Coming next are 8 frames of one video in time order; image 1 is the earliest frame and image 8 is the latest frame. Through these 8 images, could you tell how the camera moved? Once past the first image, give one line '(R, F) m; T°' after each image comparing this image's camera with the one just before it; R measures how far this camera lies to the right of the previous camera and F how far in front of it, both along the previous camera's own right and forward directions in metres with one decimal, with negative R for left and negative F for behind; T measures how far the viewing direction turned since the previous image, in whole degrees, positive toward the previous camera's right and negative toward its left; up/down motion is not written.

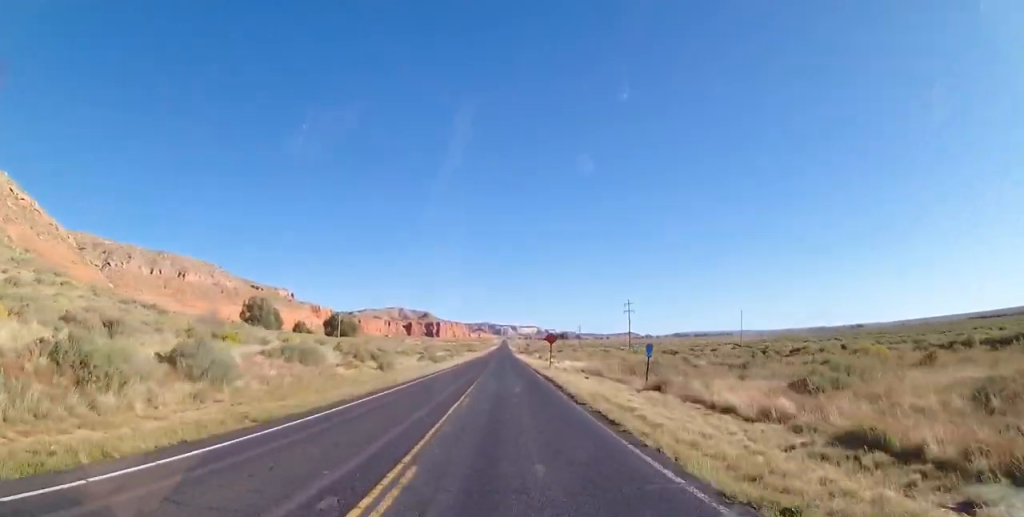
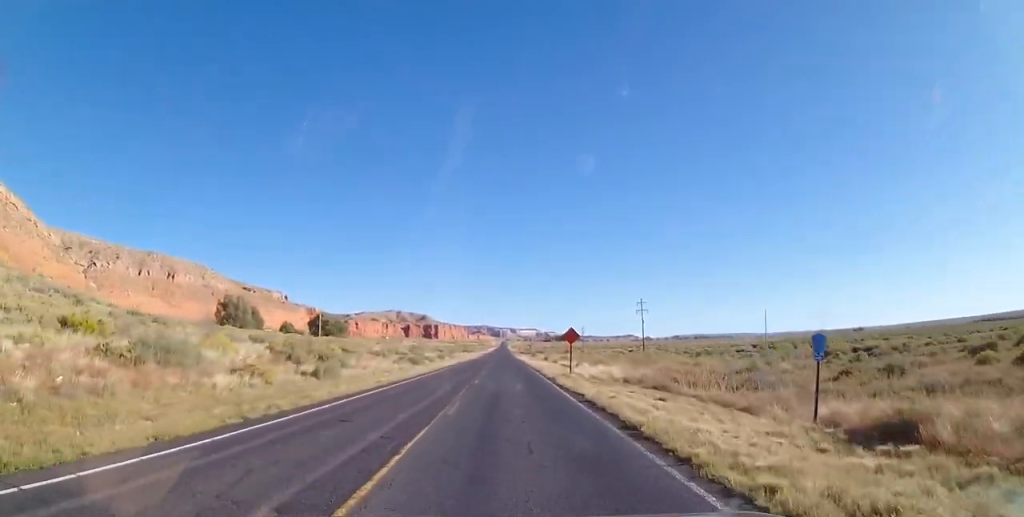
(0.0, +16.0) m; 0°
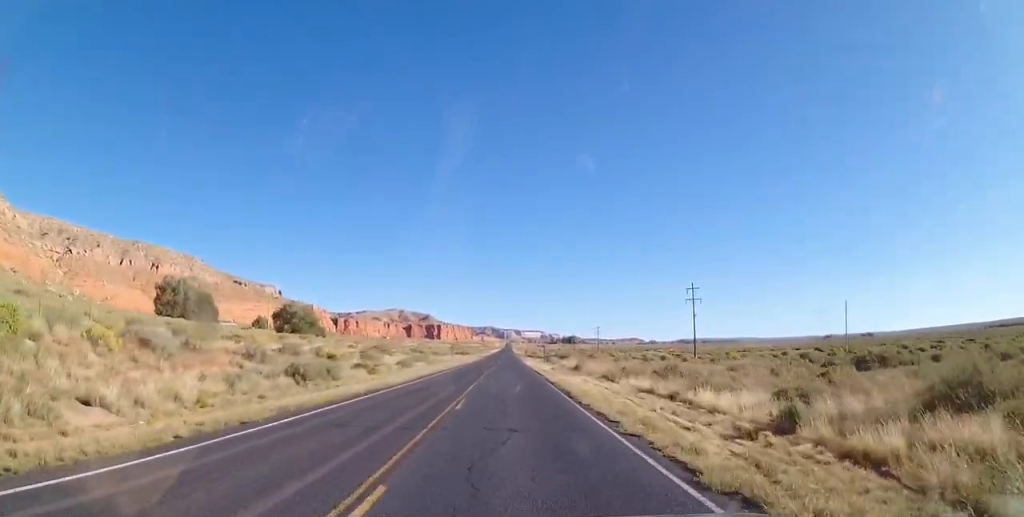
(0.0, +34.5) m; 0°
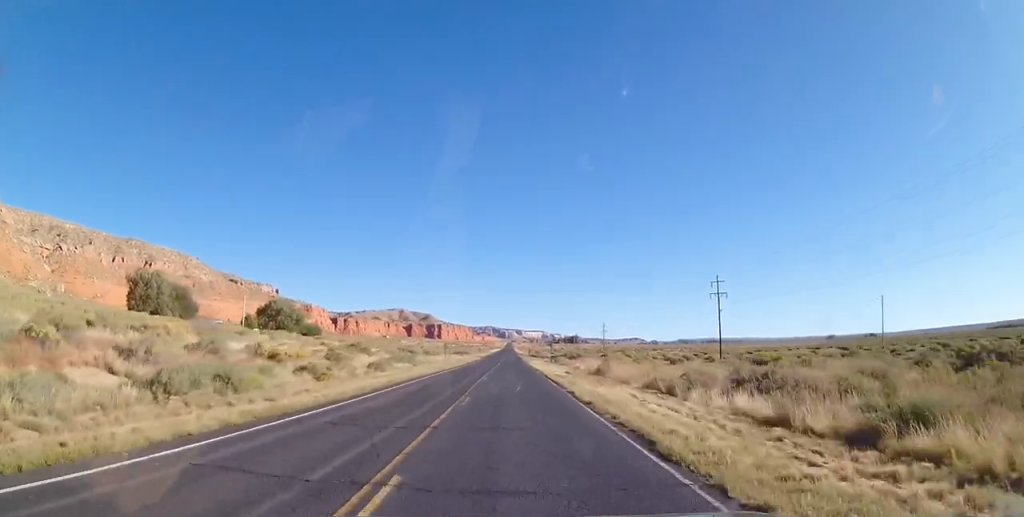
(0.0, +11.8) m; 0°
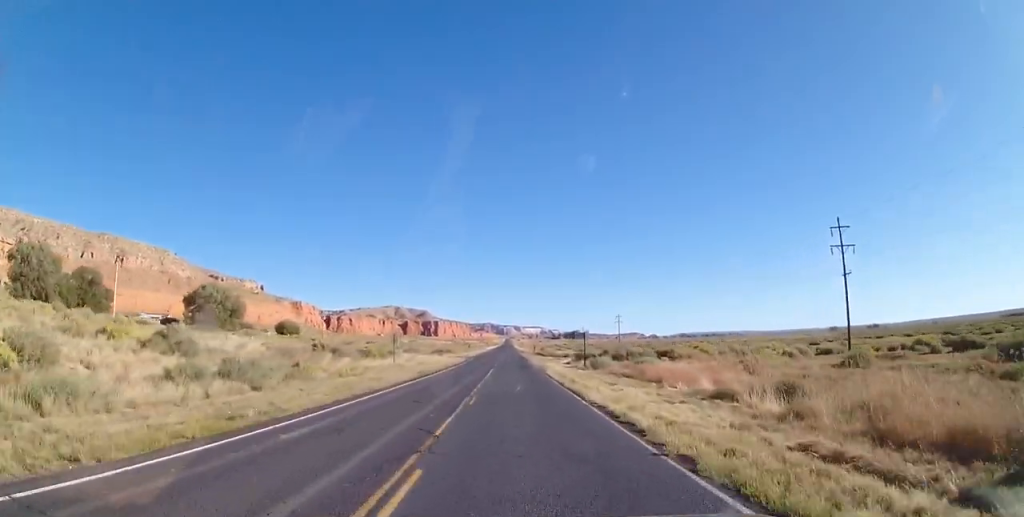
(-0.3, +36.3) m; 0°
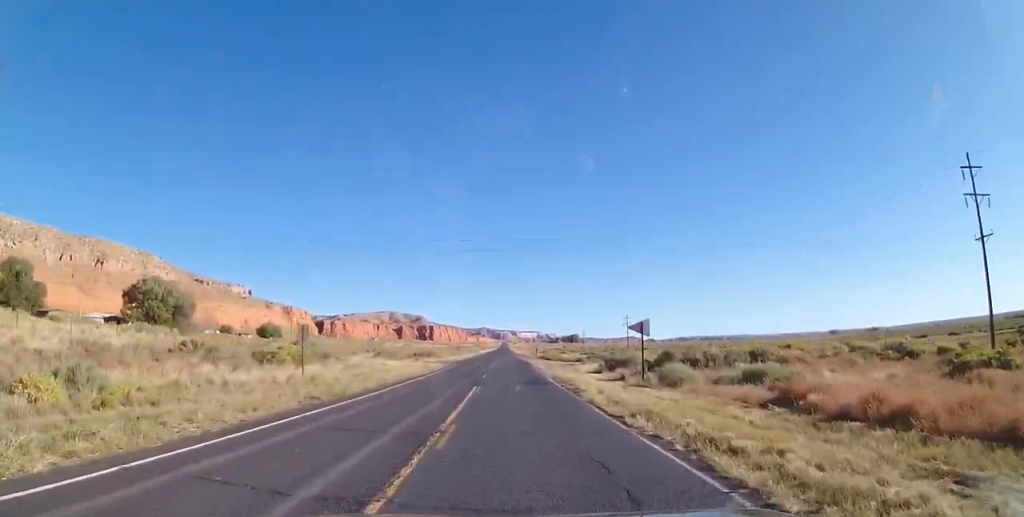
(0.0, +20.2) m; +1°
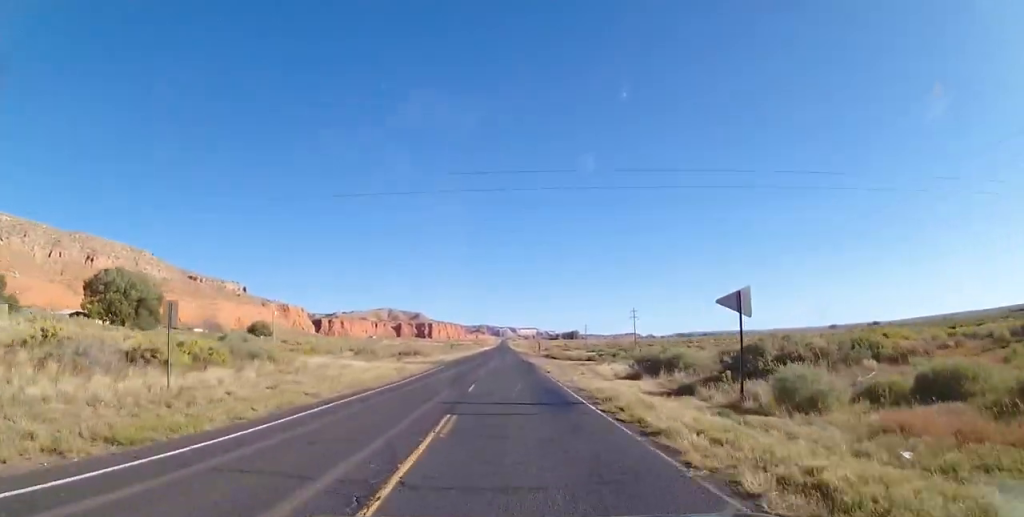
(0.0, +10.9) m; +1°
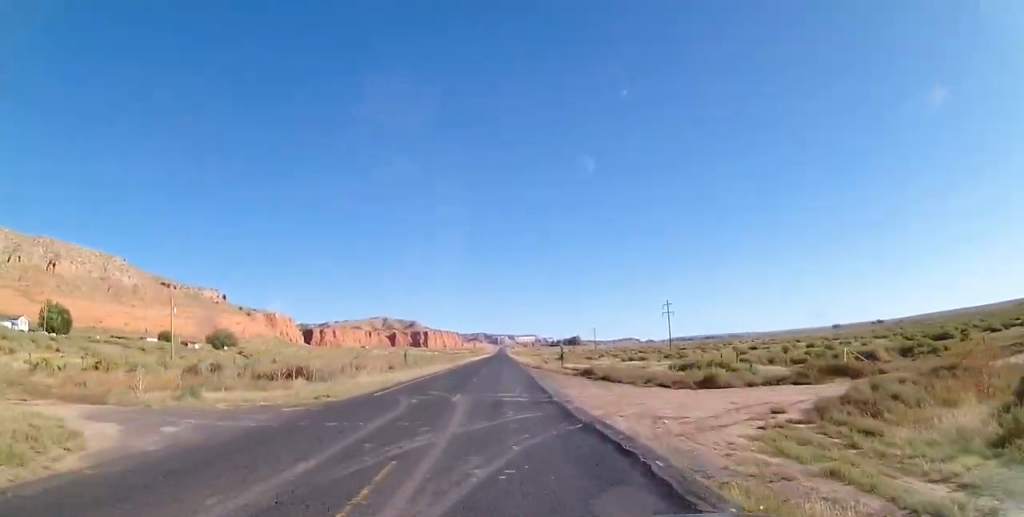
(+0.4, +39.5) m; 0°
